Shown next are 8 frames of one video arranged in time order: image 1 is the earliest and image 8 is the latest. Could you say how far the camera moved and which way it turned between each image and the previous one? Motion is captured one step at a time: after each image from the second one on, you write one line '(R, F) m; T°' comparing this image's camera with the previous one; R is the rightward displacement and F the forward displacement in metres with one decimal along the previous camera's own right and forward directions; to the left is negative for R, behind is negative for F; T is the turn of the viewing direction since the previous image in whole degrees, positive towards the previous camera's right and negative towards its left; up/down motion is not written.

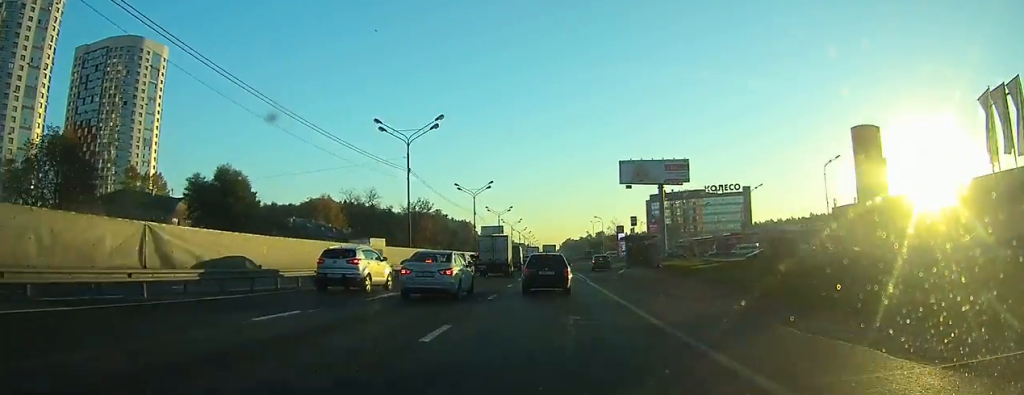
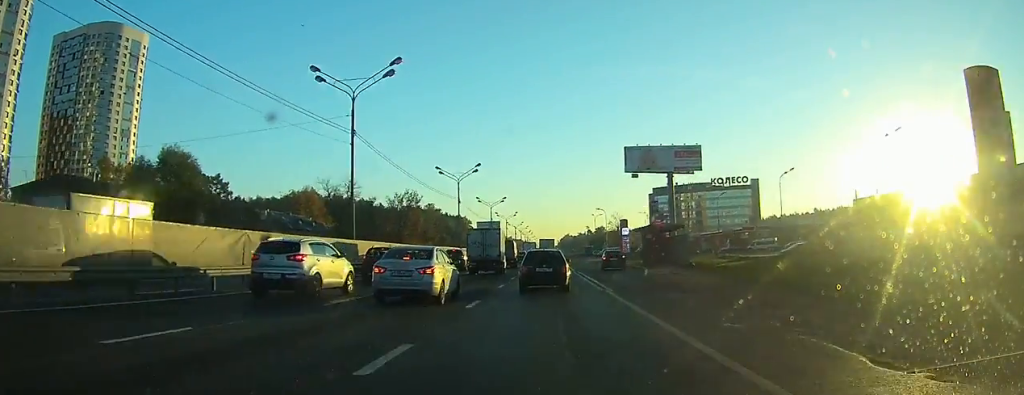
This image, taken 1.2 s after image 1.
(0.0, +11.2) m; 0°
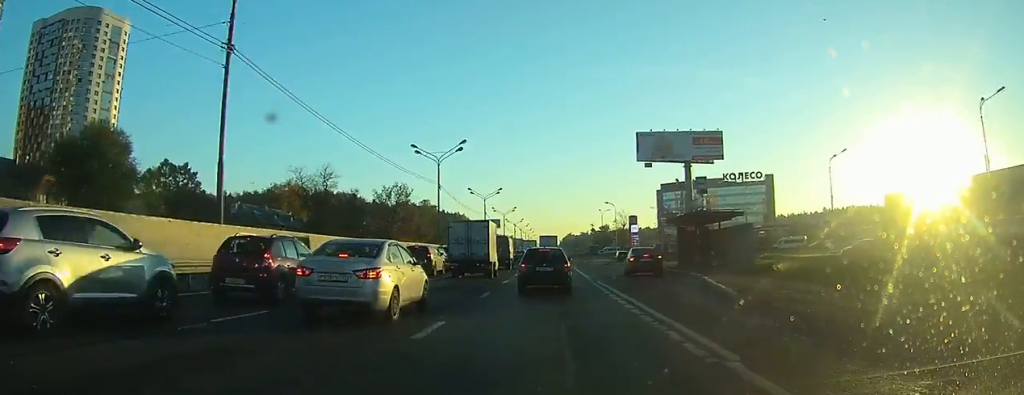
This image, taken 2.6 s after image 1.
(0.0, +11.8) m; +1°
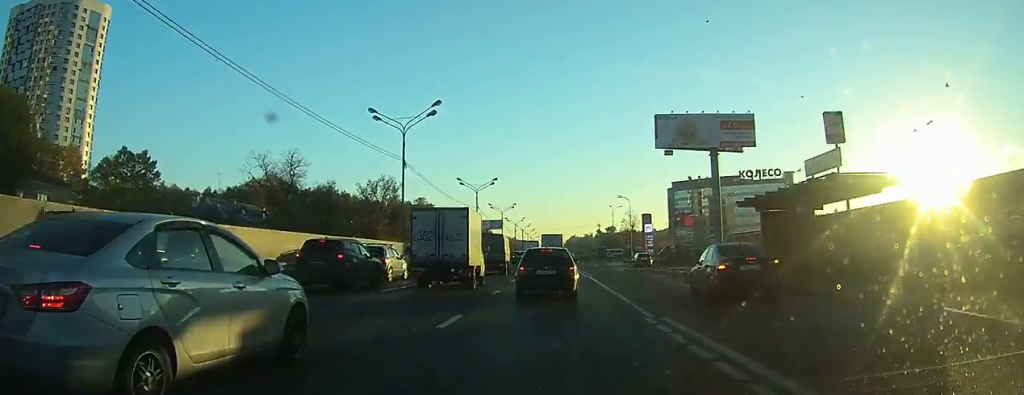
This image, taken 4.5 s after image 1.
(+0.1, +14.1) m; 0°
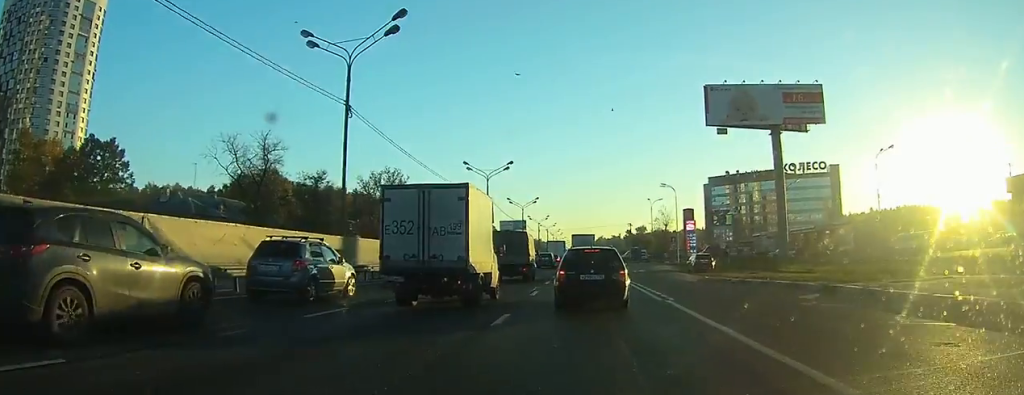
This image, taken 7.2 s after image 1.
(-0.2, +16.9) m; 0°
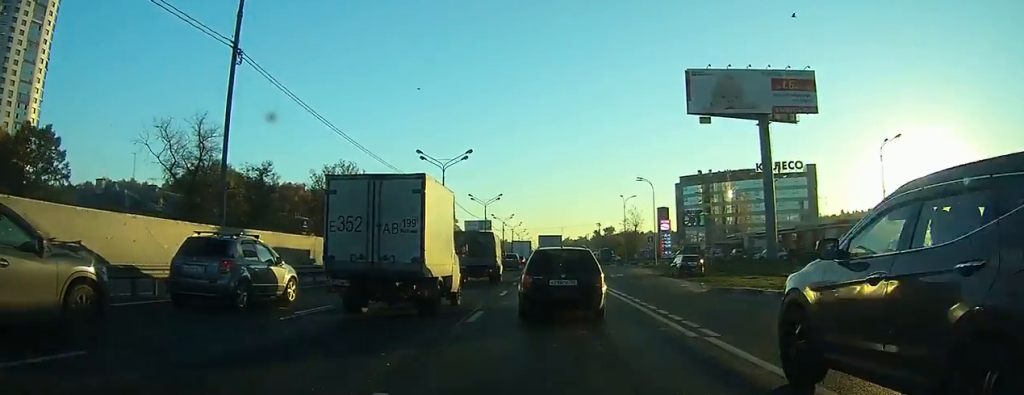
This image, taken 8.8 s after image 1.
(+0.2, +7.4) m; +1°
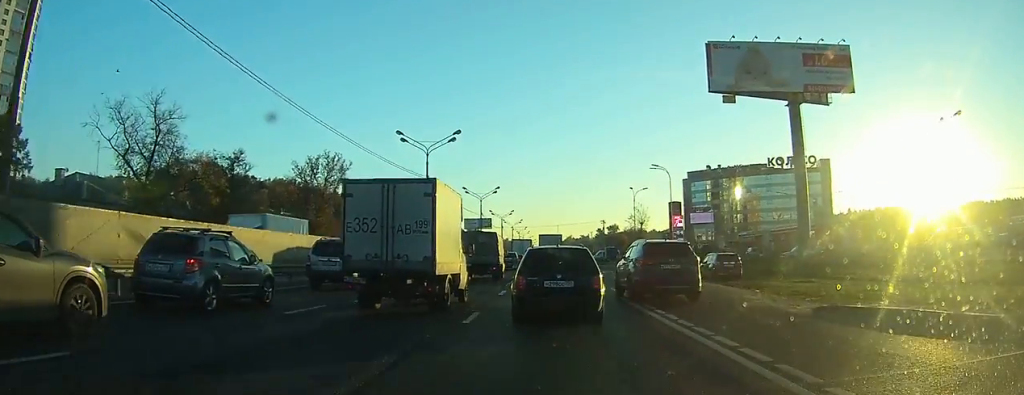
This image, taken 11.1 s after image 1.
(+0.1, +8.4) m; -2°
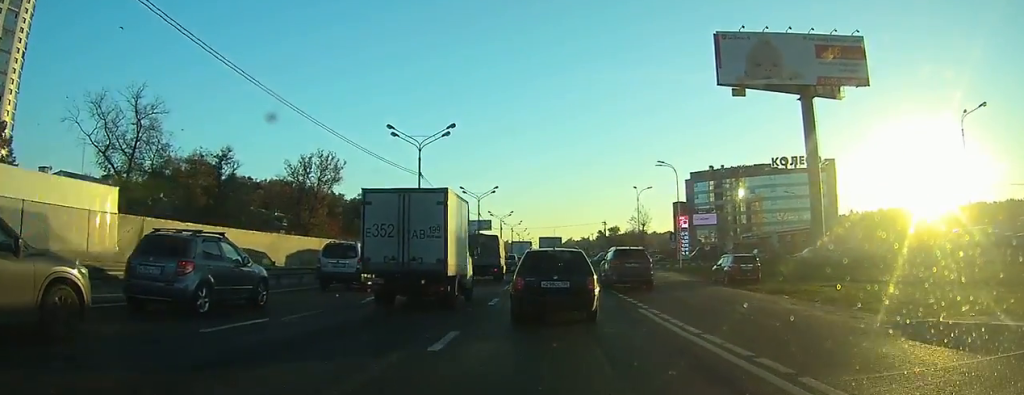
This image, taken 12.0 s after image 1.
(0.0, +3.1) m; -2°
